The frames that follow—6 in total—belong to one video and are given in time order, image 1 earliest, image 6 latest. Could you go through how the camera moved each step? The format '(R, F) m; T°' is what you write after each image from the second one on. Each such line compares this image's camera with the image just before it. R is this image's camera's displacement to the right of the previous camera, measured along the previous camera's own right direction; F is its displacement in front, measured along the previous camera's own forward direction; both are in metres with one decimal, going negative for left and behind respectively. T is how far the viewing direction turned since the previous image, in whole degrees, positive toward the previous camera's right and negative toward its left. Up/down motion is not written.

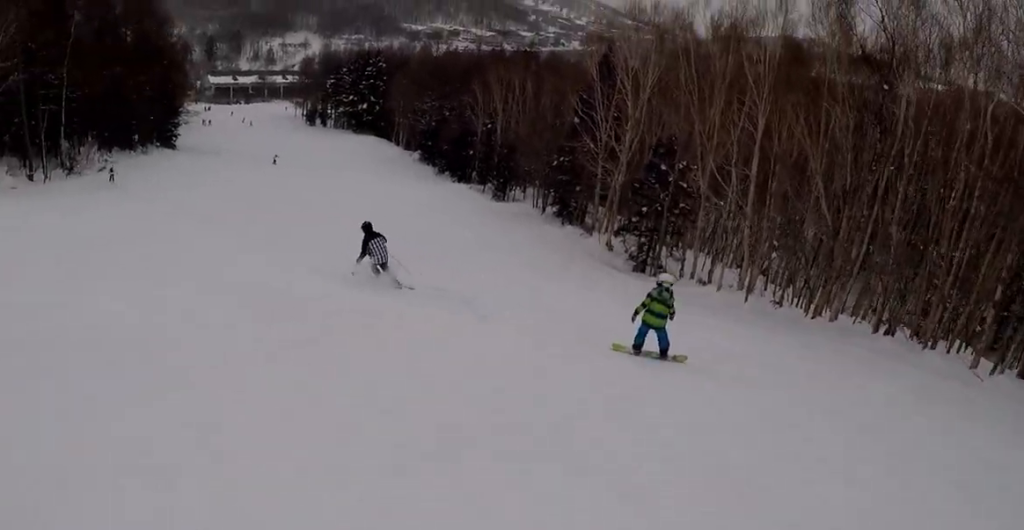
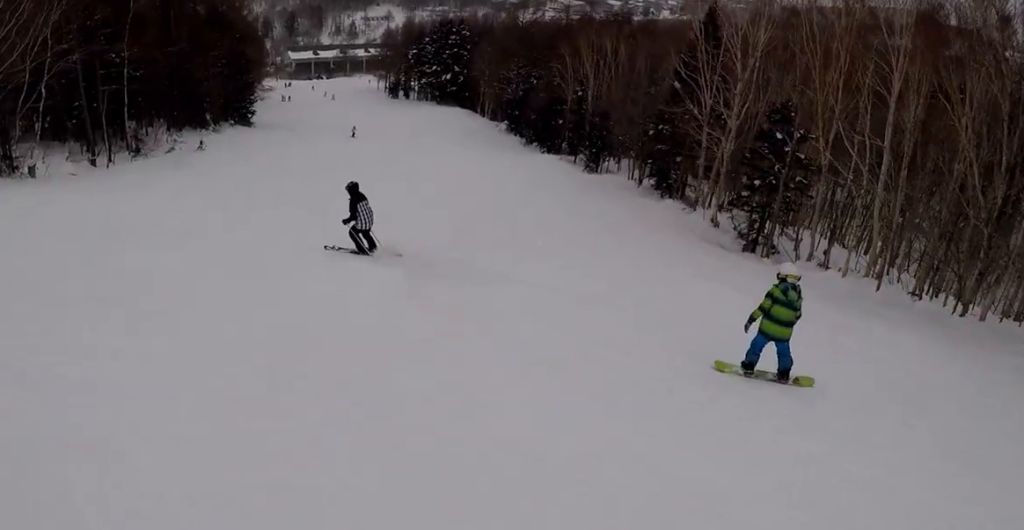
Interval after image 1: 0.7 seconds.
(-0.6, +5.4) m; -6°
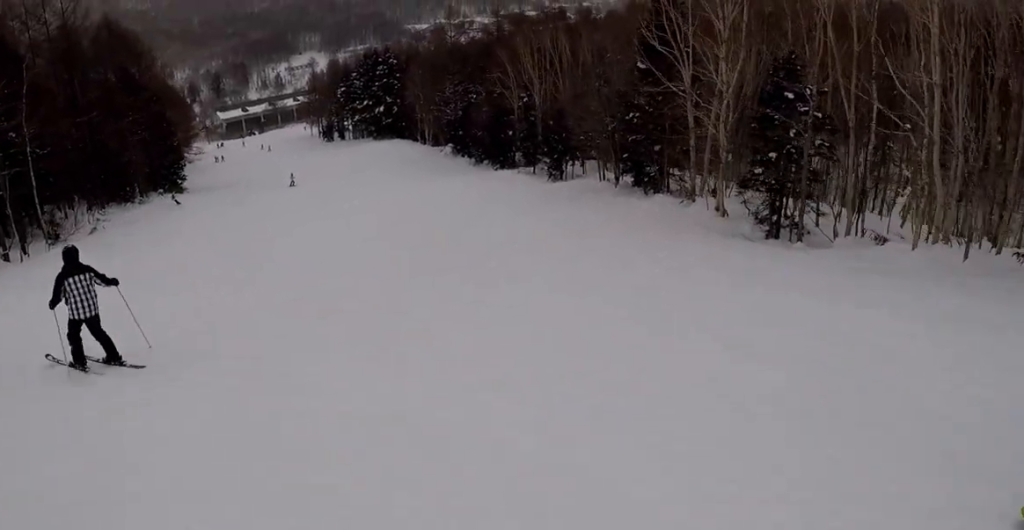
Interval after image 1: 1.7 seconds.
(-0.4, +8.6) m; -3°
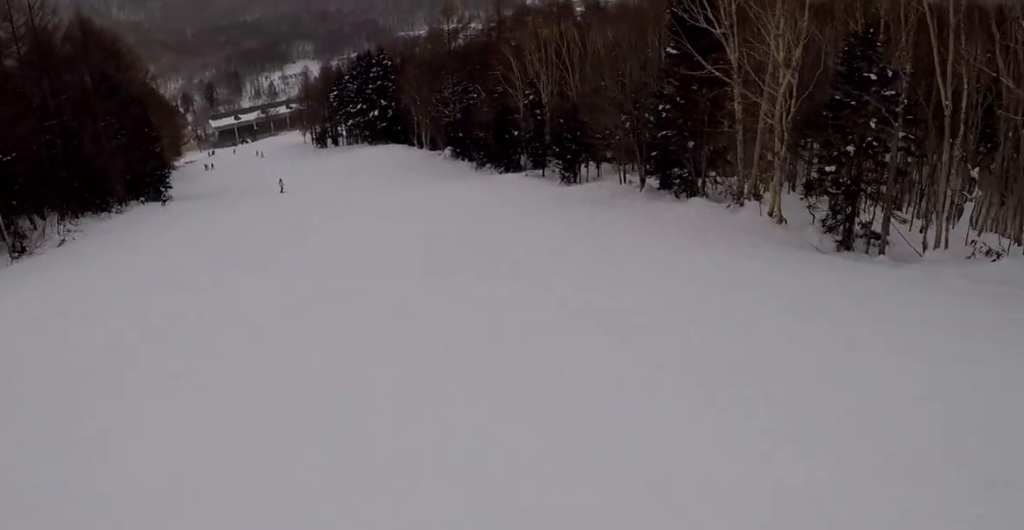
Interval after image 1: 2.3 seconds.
(0.0, +6.1) m; 0°
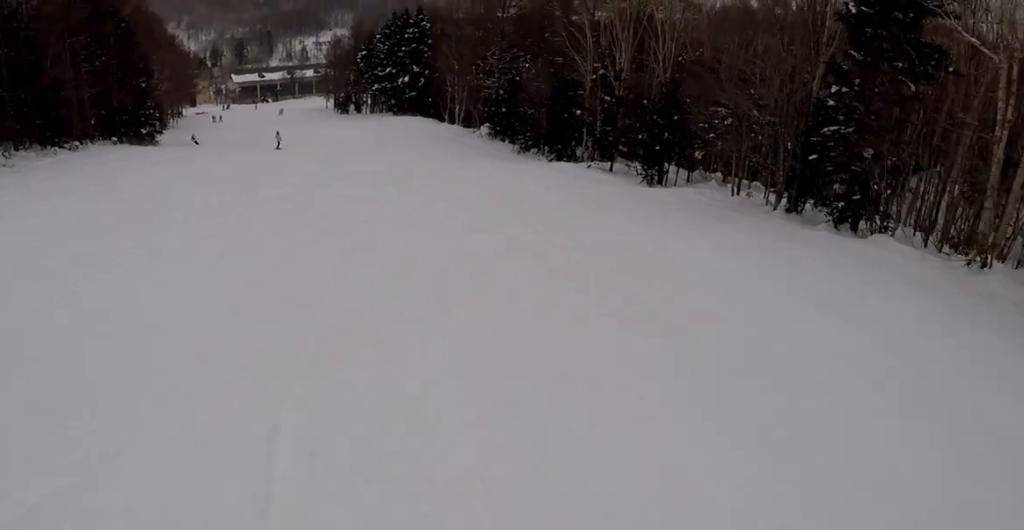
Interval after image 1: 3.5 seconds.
(+0.1, +14.0) m; -3°
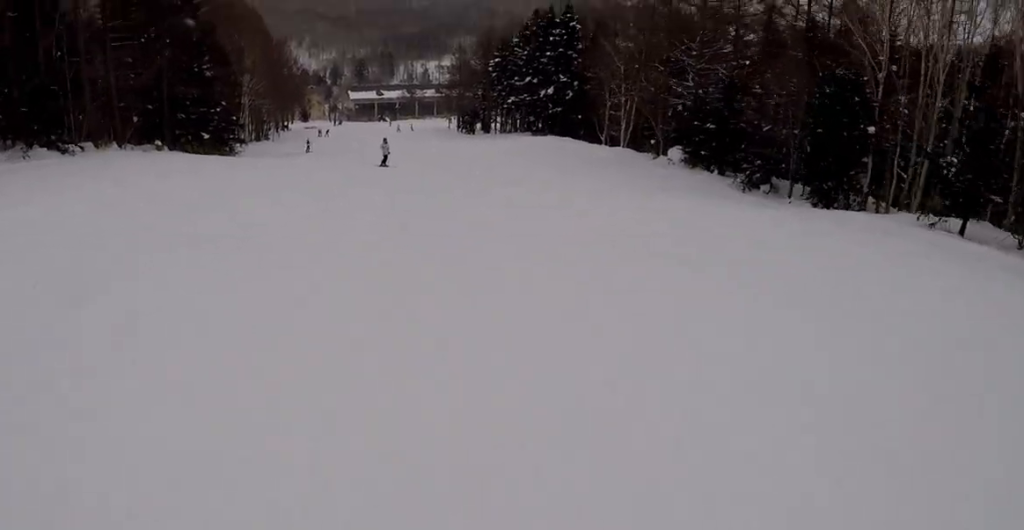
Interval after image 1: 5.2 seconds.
(-2.5, +19.6) m; -6°
